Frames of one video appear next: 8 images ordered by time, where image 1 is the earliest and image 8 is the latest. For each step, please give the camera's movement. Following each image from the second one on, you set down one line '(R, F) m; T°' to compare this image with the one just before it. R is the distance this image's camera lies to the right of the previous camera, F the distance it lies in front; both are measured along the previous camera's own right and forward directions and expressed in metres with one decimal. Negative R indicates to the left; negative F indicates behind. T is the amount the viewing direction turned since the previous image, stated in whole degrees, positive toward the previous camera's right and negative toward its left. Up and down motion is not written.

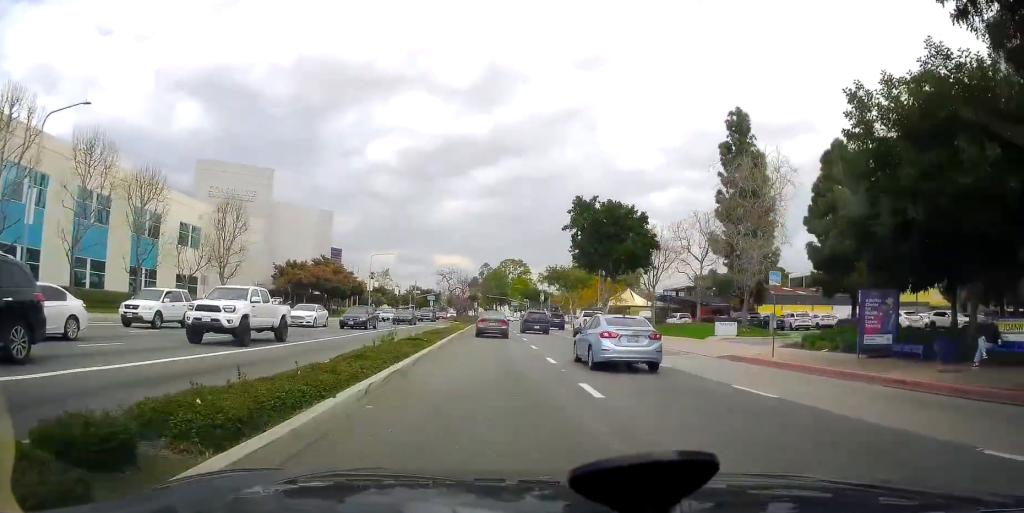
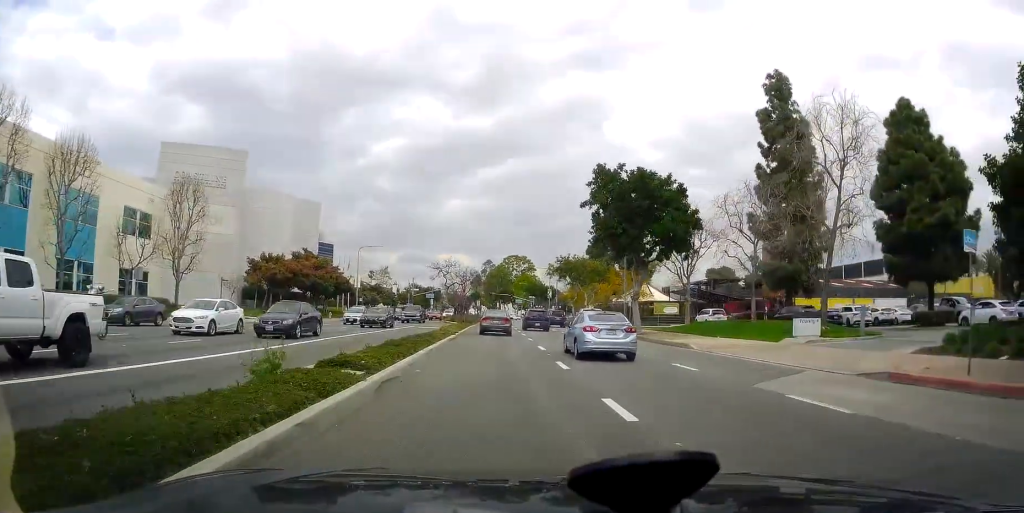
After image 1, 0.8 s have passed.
(0.0, +10.3) m; 0°
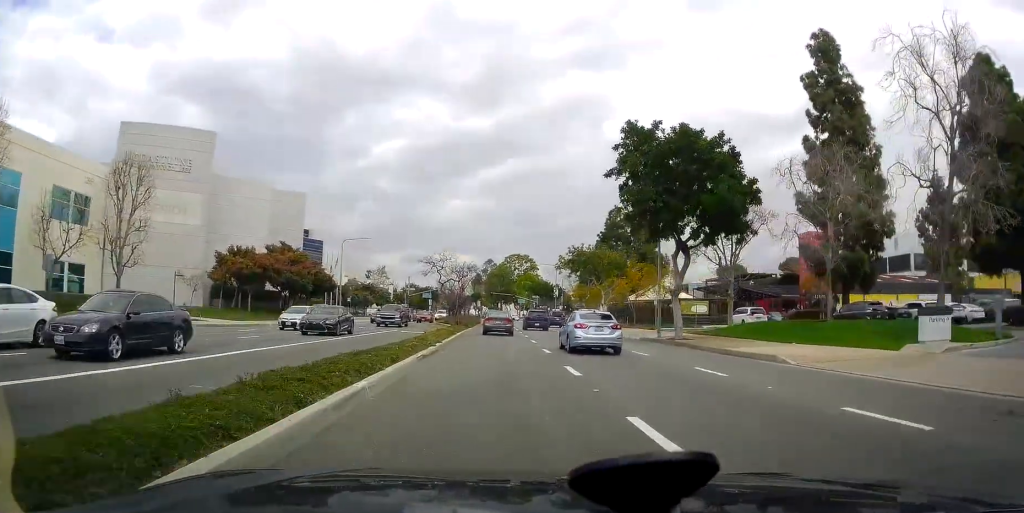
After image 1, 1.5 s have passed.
(0.0, +9.6) m; 0°
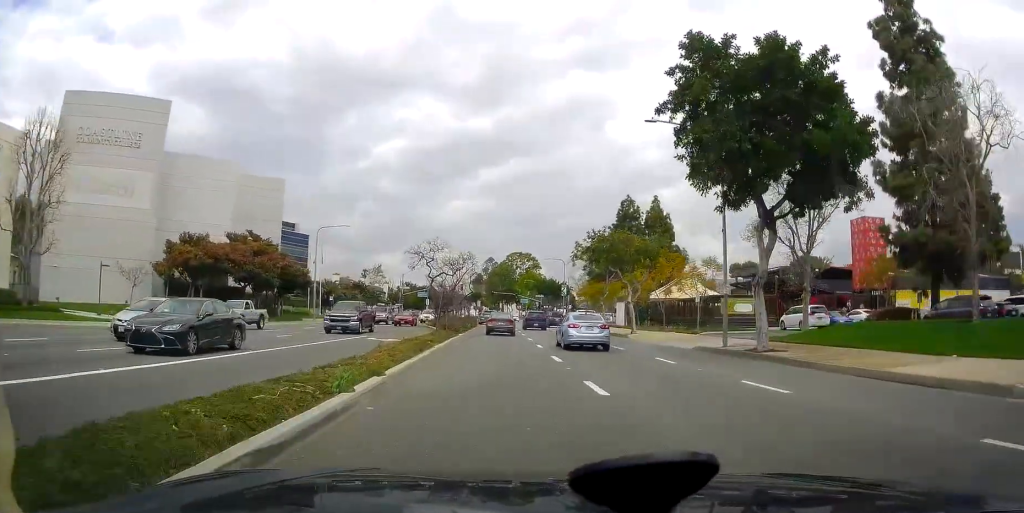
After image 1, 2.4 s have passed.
(0.0, +11.1) m; 0°
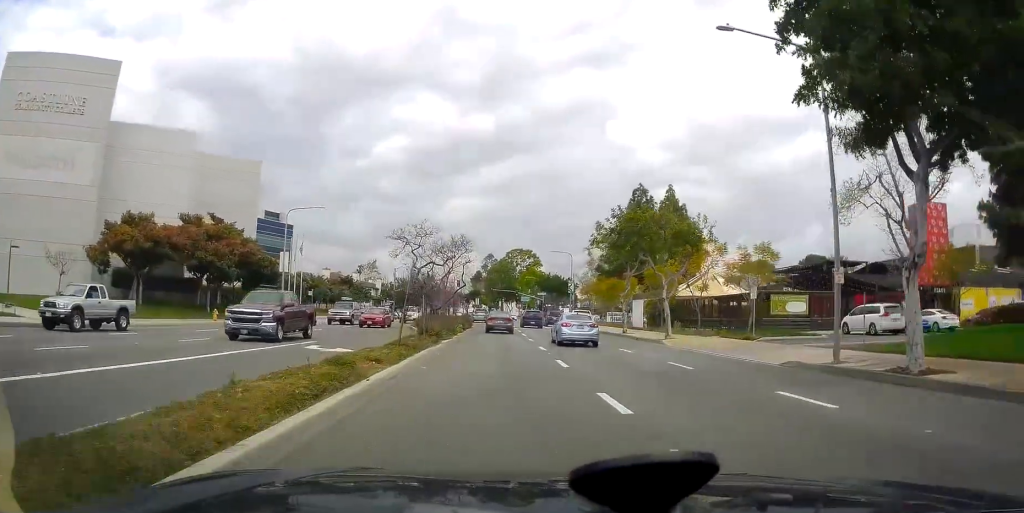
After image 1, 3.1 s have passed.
(0.0, +9.7) m; 0°
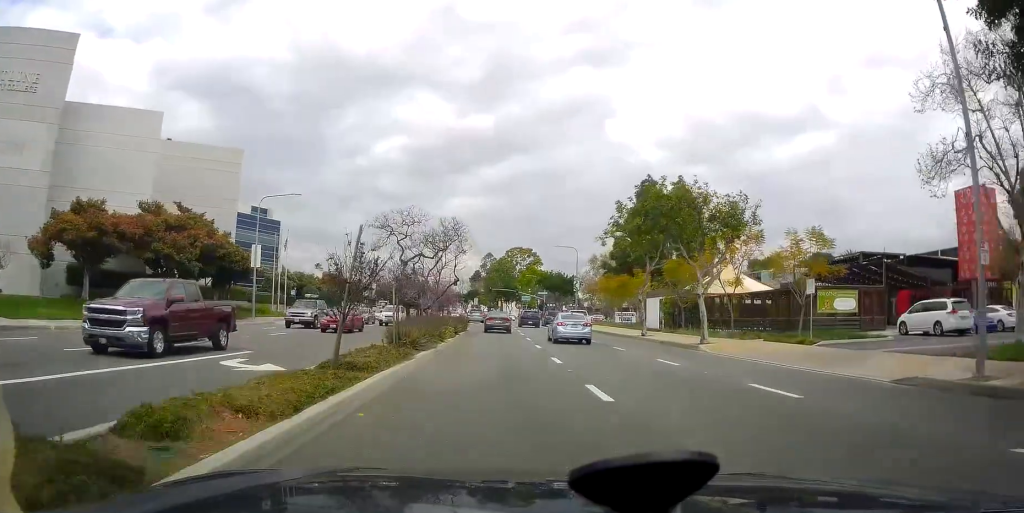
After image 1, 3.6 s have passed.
(0.0, +6.5) m; 0°
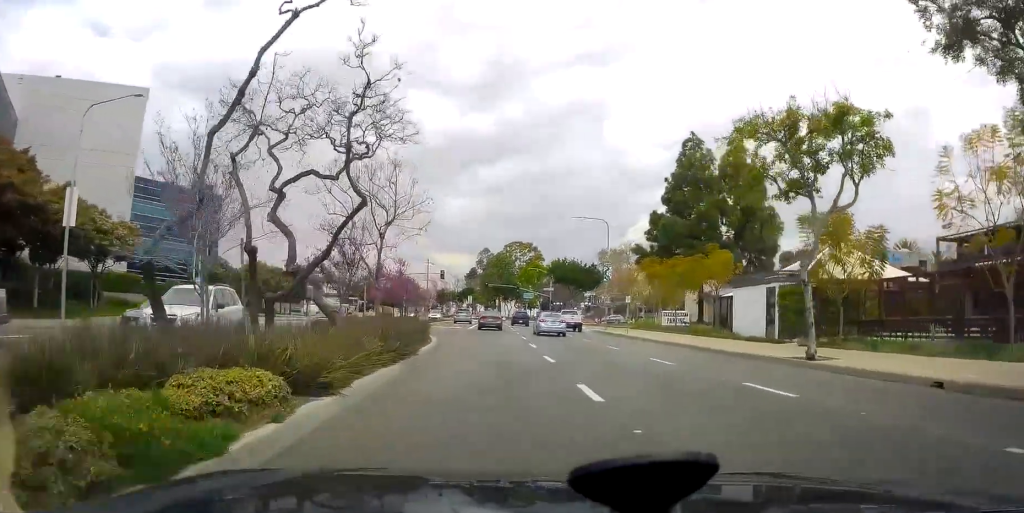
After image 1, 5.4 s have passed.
(0.0, +22.8) m; 0°
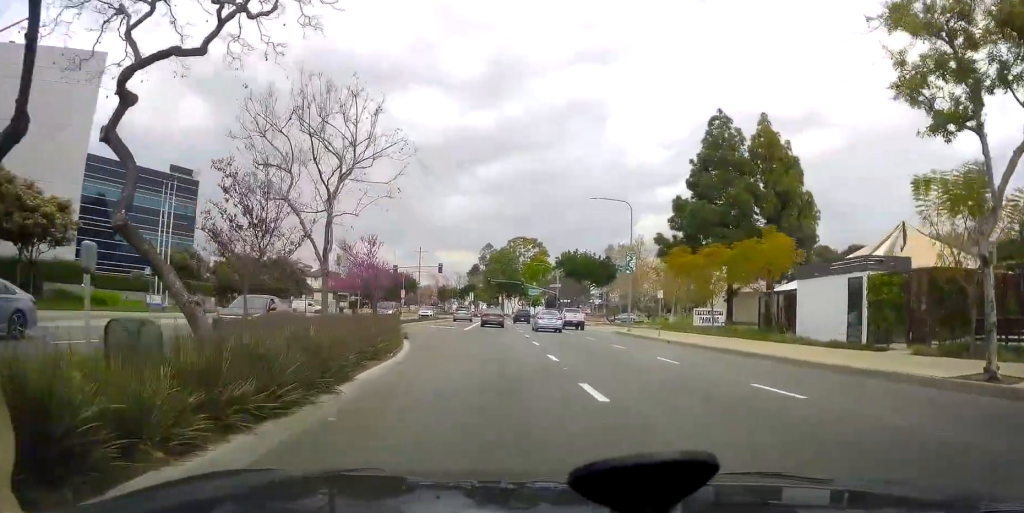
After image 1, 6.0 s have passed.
(0.0, +8.2) m; 0°
